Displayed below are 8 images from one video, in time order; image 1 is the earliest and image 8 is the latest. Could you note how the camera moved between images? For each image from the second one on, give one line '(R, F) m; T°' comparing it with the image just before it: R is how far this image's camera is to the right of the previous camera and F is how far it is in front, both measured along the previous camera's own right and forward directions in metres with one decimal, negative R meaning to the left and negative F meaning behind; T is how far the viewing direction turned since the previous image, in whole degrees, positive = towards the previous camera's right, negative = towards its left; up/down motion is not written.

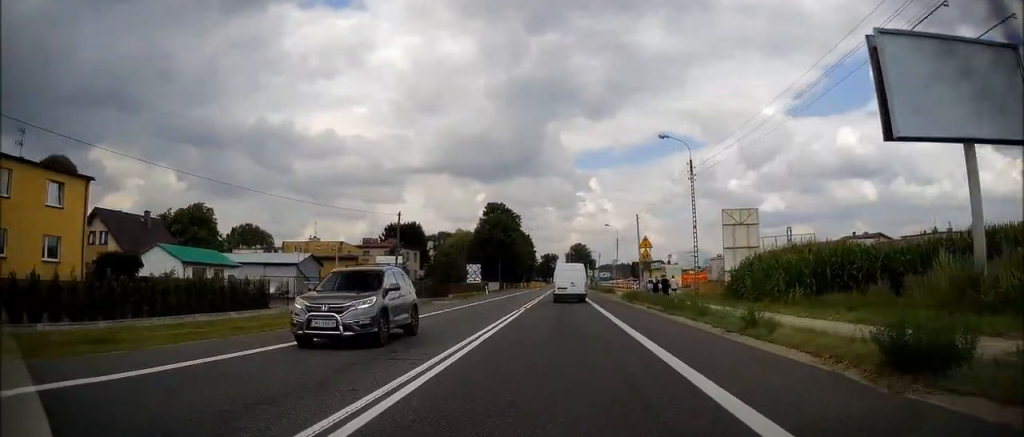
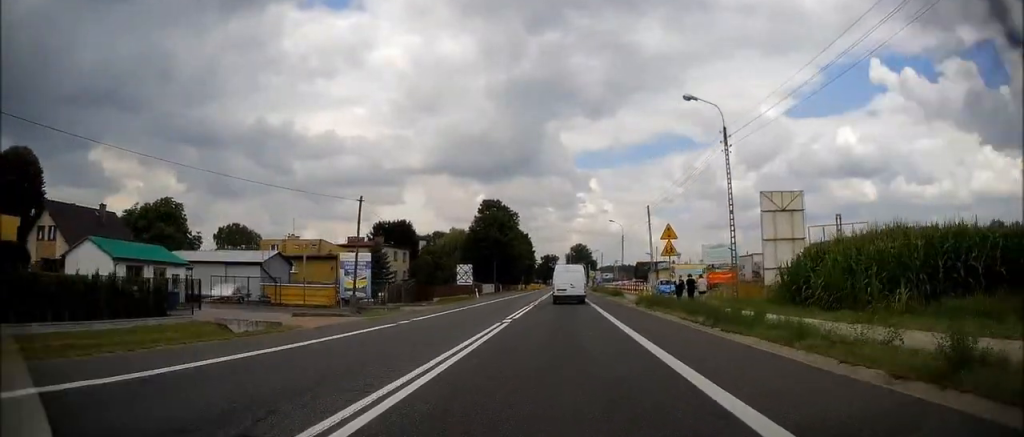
(+0.2, +8.1) m; 0°
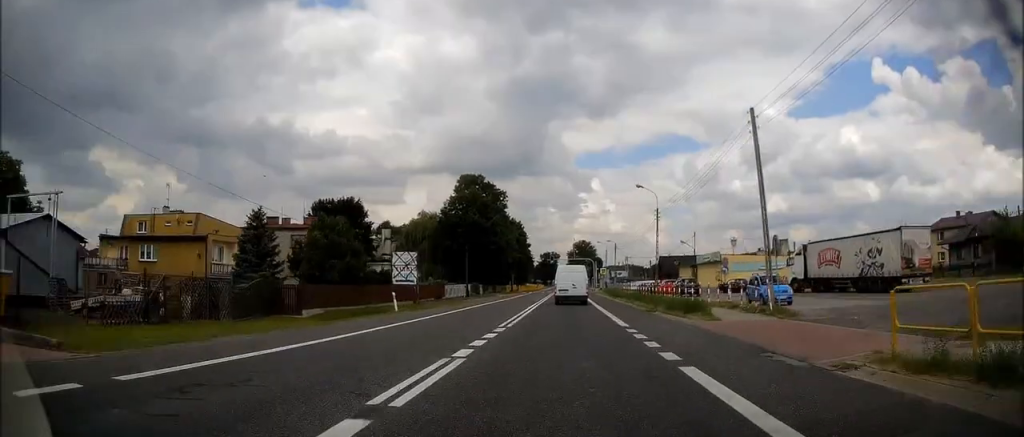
(-0.2, +30.6) m; 0°
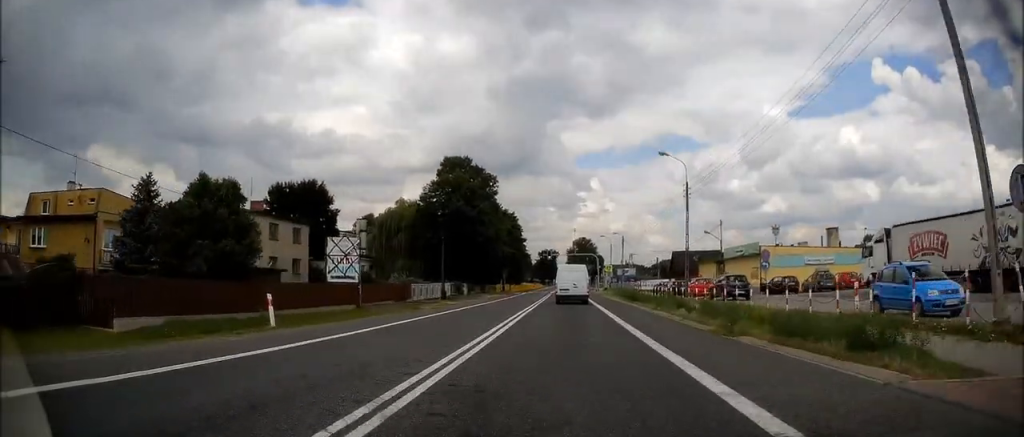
(0.0, +13.7) m; 0°
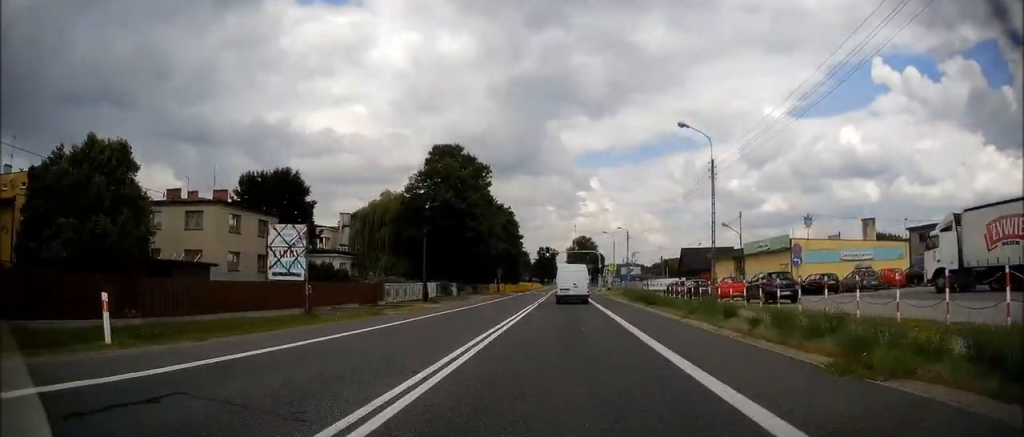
(-0.1, +7.4) m; 0°
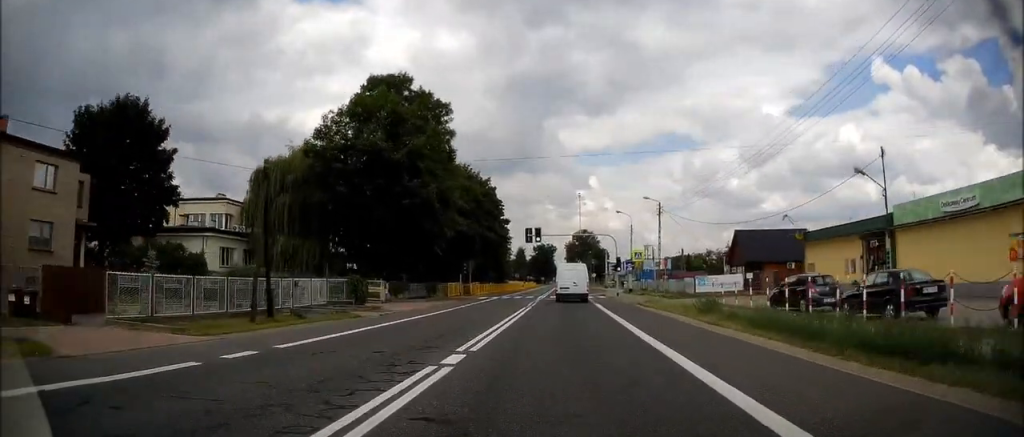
(+0.2, +27.7) m; +1°
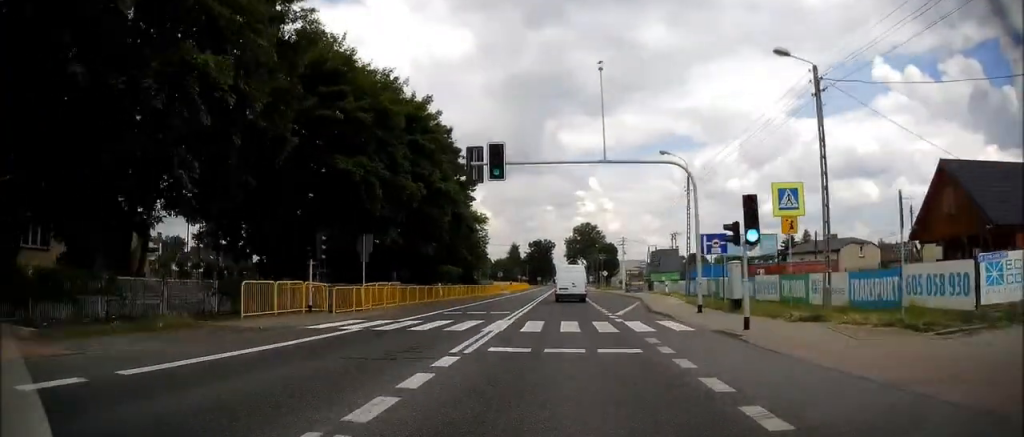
(0.0, +34.5) m; -1°
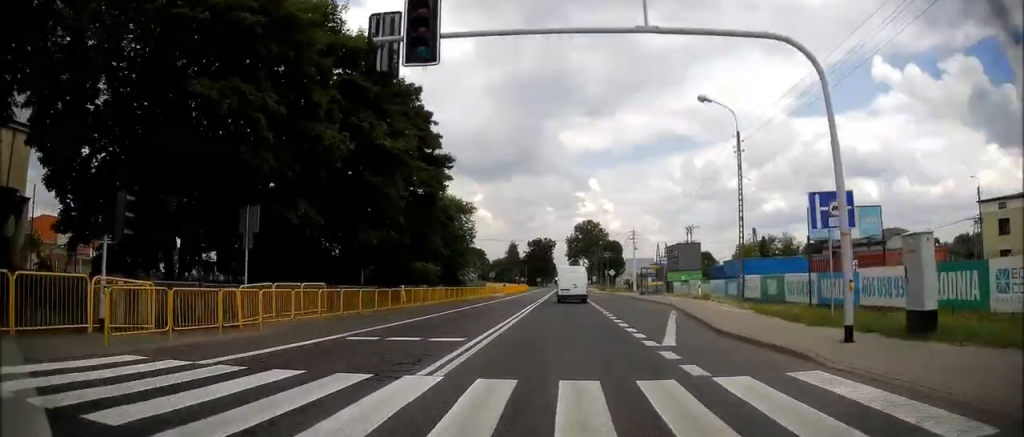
(0.0, +12.0) m; 0°
